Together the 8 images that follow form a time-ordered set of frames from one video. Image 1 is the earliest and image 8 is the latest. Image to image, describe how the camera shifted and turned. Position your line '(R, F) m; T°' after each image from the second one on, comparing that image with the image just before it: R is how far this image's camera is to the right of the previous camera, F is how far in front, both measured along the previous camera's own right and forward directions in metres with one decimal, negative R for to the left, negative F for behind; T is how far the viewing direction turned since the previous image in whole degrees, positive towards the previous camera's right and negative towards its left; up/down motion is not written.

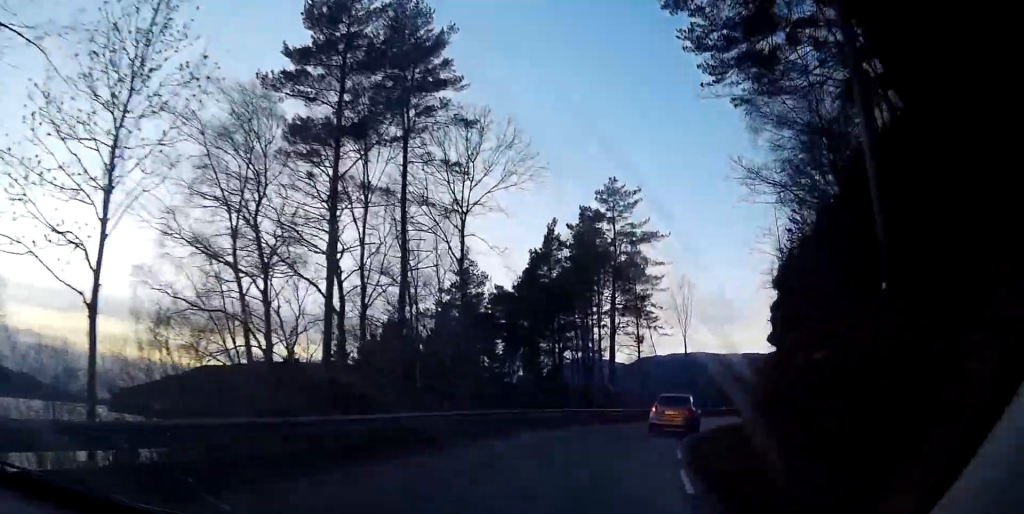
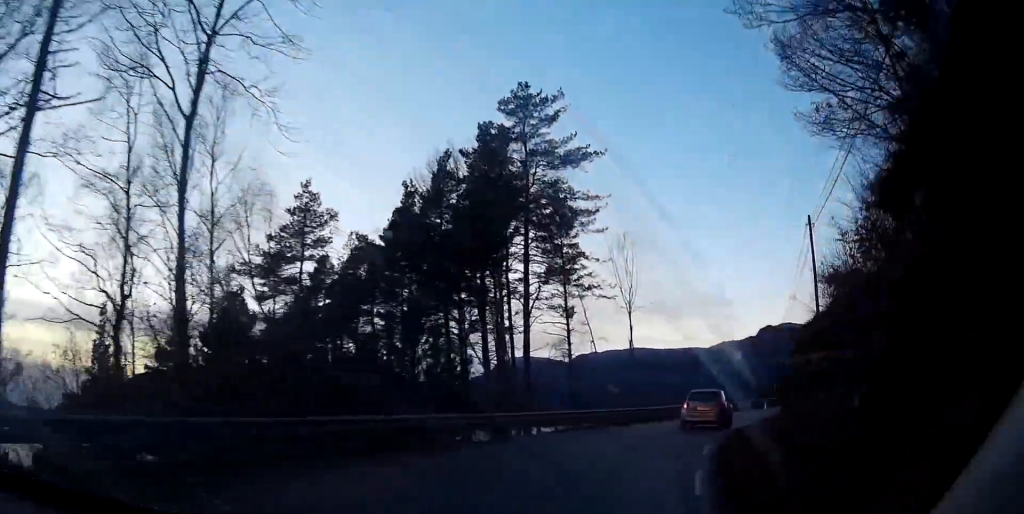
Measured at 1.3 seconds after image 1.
(+0.7, +17.8) m; +8°
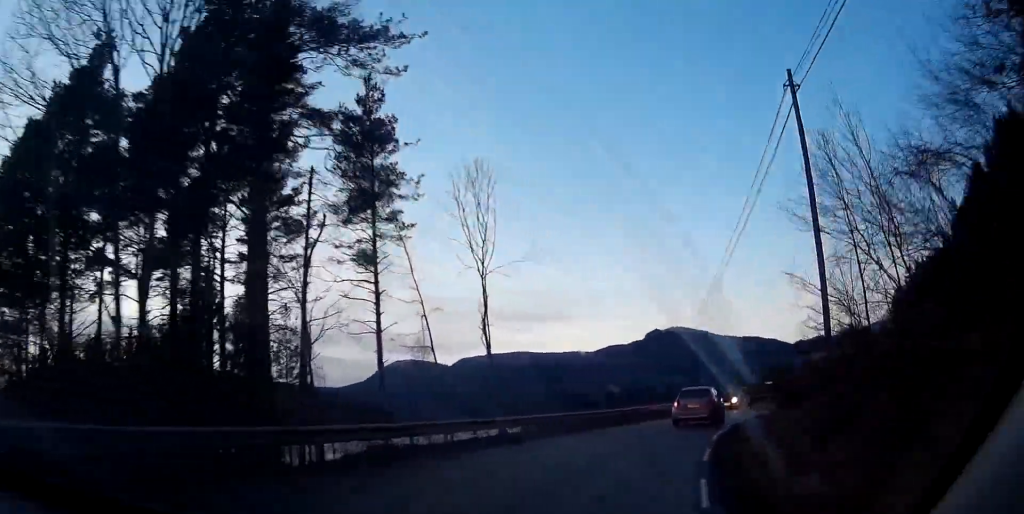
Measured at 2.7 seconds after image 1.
(+2.0, +18.6) m; +12°
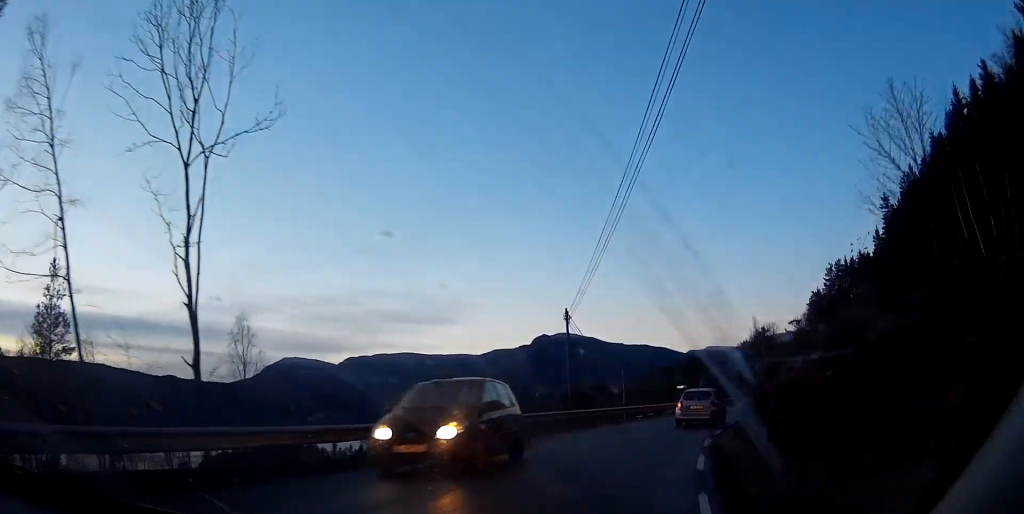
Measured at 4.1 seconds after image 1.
(+1.4, +20.2) m; +6°
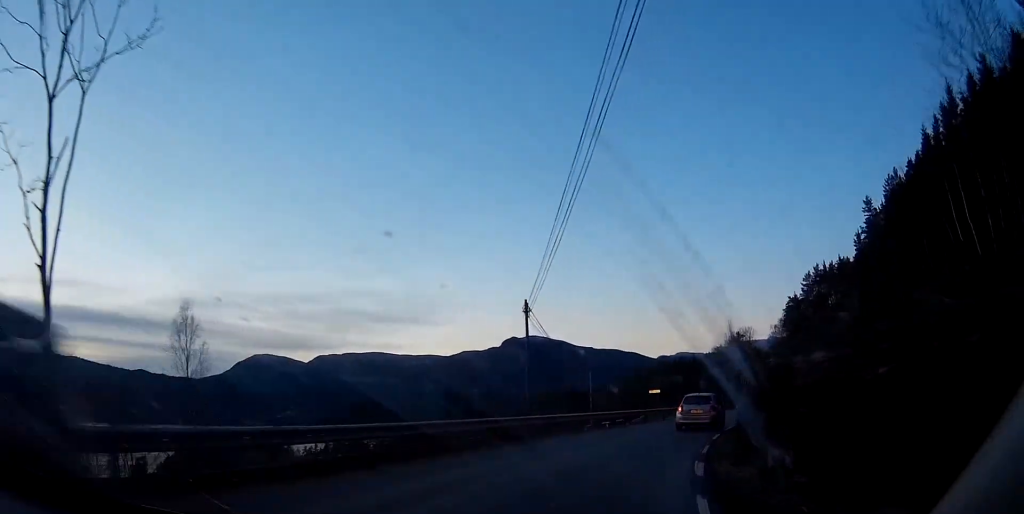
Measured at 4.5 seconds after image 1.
(0.0, +5.5) m; +1°
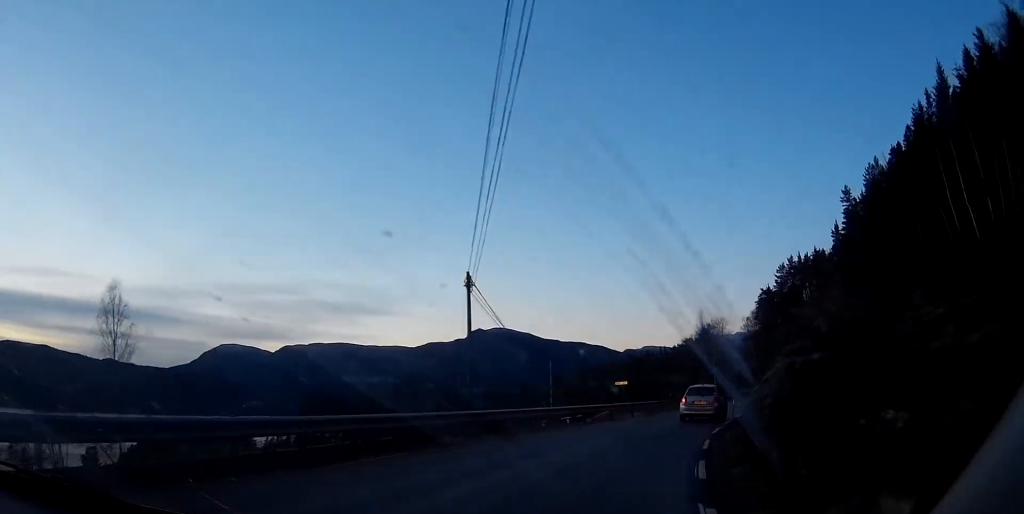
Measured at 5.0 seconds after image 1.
(+0.1, +6.9) m; +2°
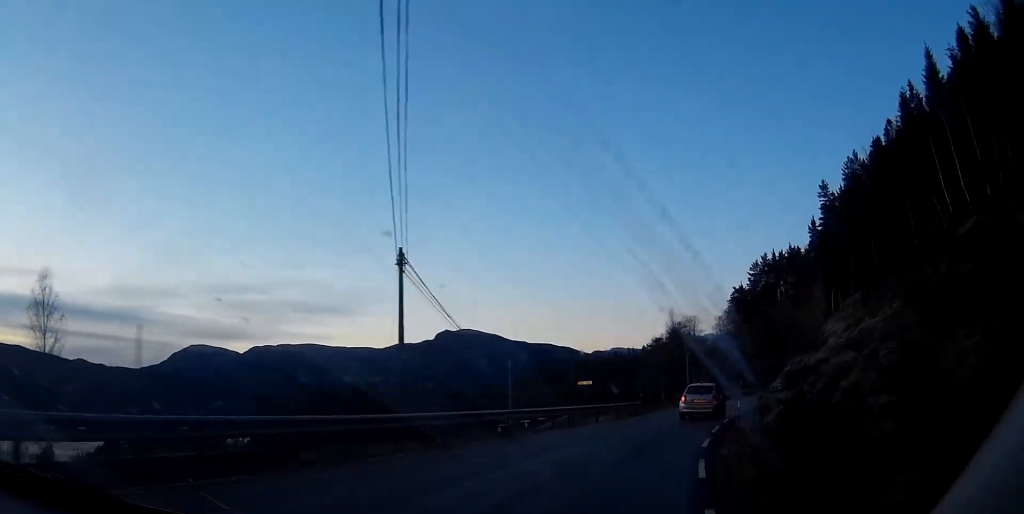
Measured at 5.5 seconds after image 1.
(+0.1, +6.1) m; +2°
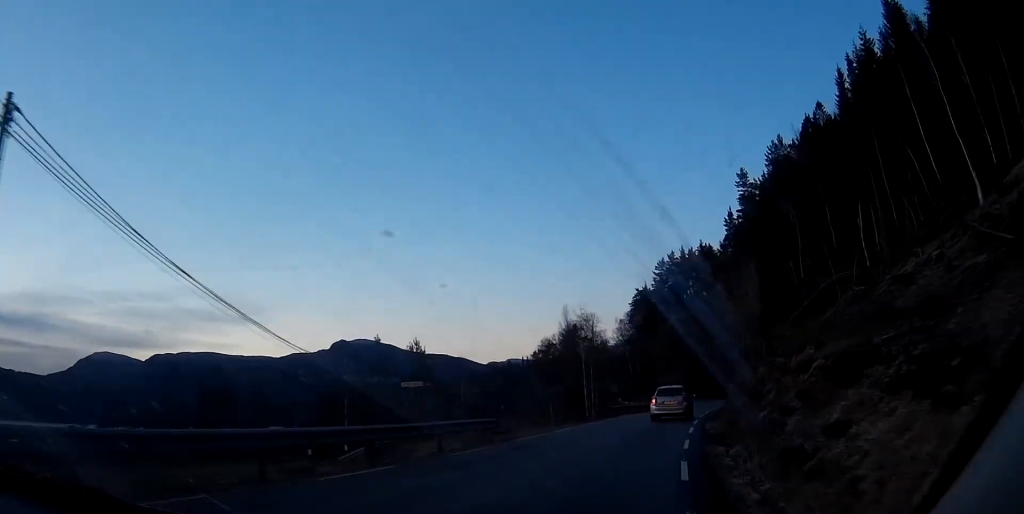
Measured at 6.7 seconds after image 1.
(+0.9, +18.4) m; +8°
